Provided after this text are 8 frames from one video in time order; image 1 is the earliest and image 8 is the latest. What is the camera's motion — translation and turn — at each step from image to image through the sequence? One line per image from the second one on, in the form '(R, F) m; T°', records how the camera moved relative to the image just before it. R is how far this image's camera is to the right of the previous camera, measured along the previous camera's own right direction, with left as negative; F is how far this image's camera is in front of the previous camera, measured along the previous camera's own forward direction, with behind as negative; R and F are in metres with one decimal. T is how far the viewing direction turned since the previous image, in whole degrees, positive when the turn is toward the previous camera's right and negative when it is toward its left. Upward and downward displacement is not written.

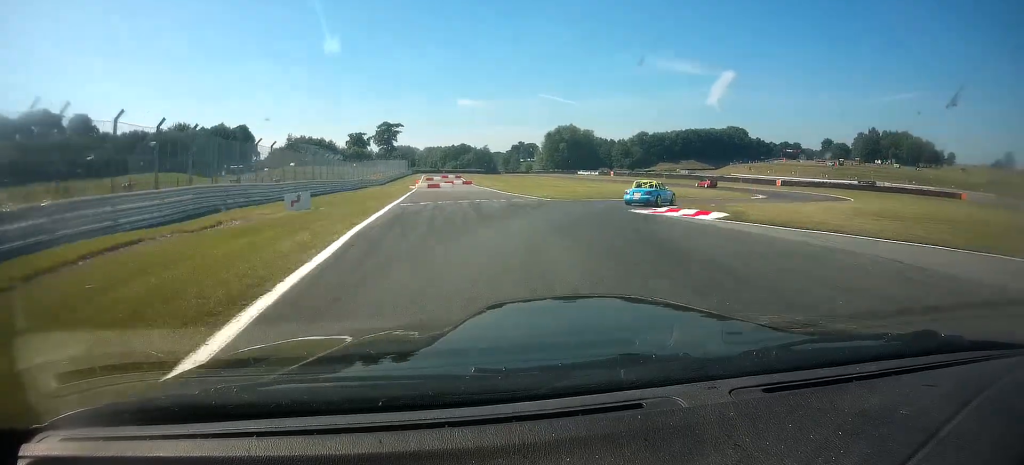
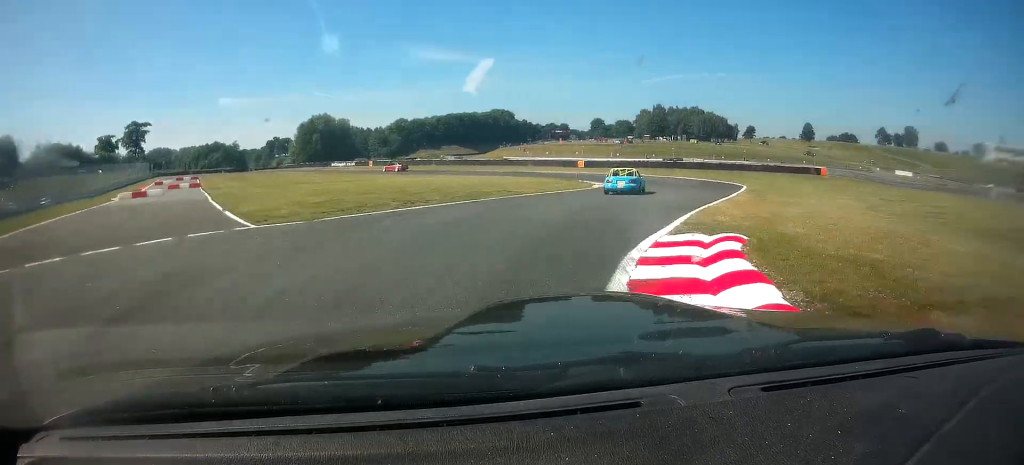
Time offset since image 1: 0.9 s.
(+0.1, +28.3) m; 0°
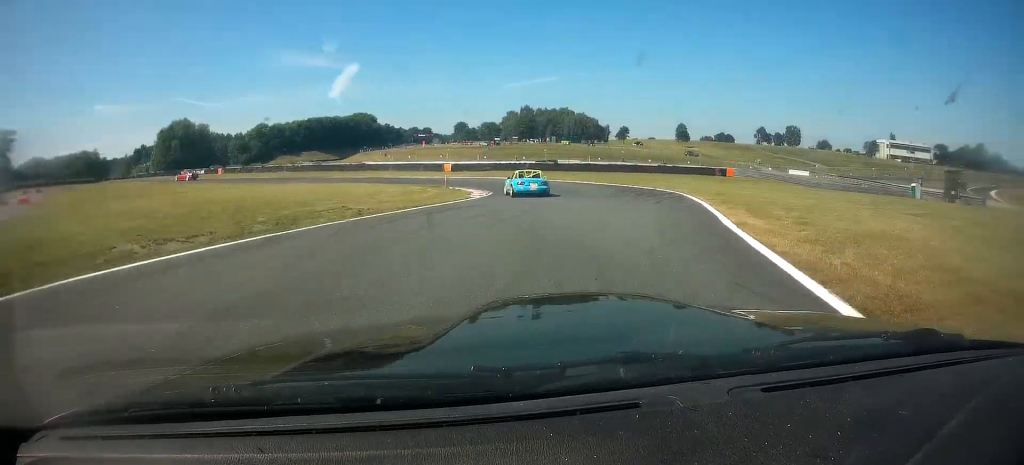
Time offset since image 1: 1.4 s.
(+0.1, +14.2) m; 0°
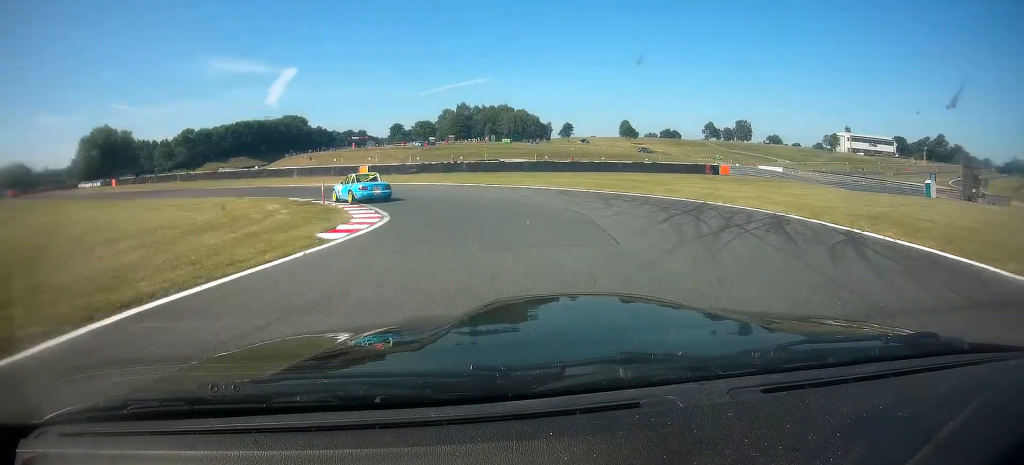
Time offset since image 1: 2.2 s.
(-0.2, +19.3) m; +4°
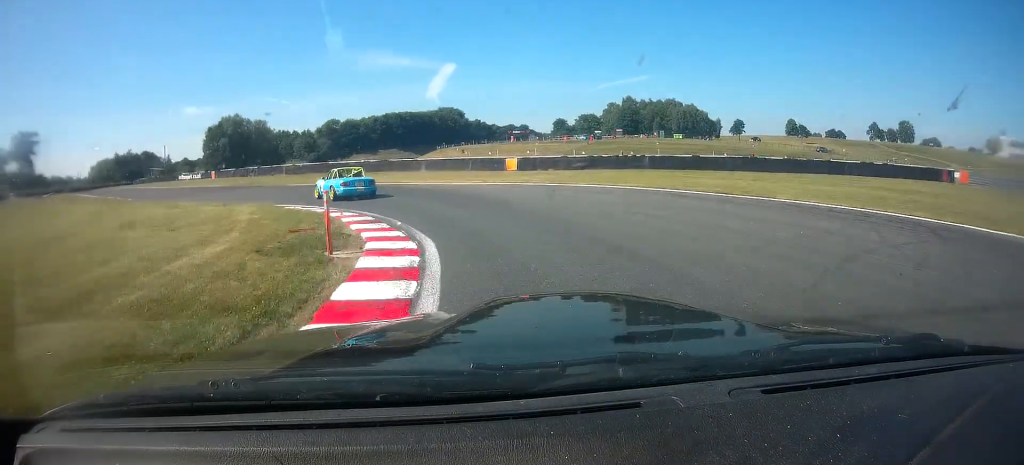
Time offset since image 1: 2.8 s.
(+0.1, +16.3) m; +4°
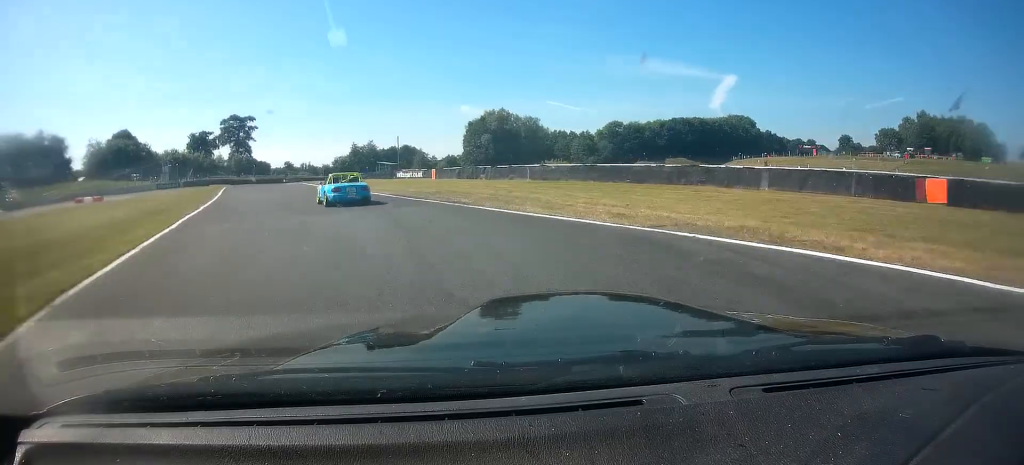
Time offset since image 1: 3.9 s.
(+2.3, +23.6) m; -3°
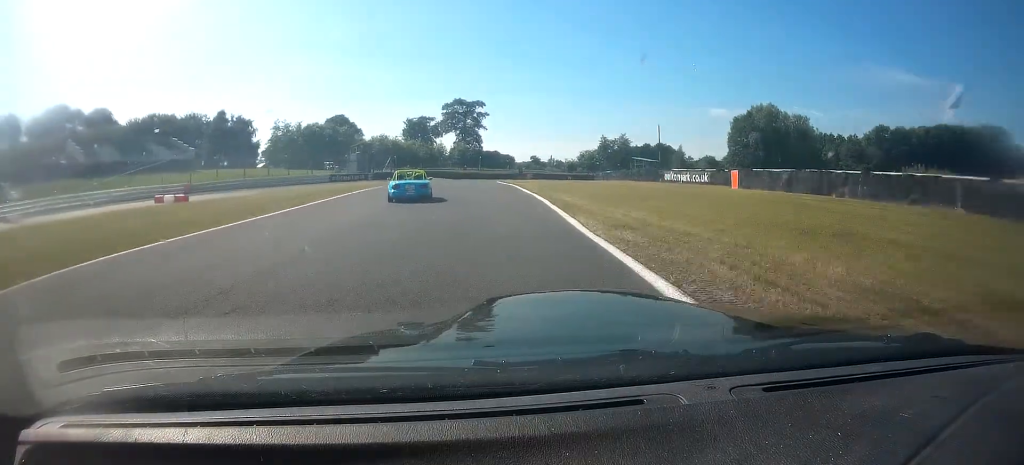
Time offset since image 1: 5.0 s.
(-3.3, +19.6) m; -25°
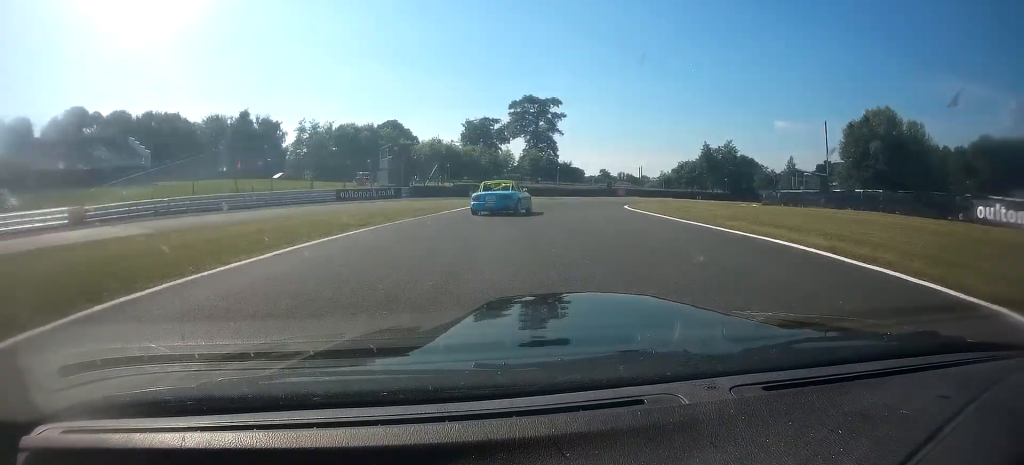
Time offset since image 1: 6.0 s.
(-5.1, +19.1) m; -9°
